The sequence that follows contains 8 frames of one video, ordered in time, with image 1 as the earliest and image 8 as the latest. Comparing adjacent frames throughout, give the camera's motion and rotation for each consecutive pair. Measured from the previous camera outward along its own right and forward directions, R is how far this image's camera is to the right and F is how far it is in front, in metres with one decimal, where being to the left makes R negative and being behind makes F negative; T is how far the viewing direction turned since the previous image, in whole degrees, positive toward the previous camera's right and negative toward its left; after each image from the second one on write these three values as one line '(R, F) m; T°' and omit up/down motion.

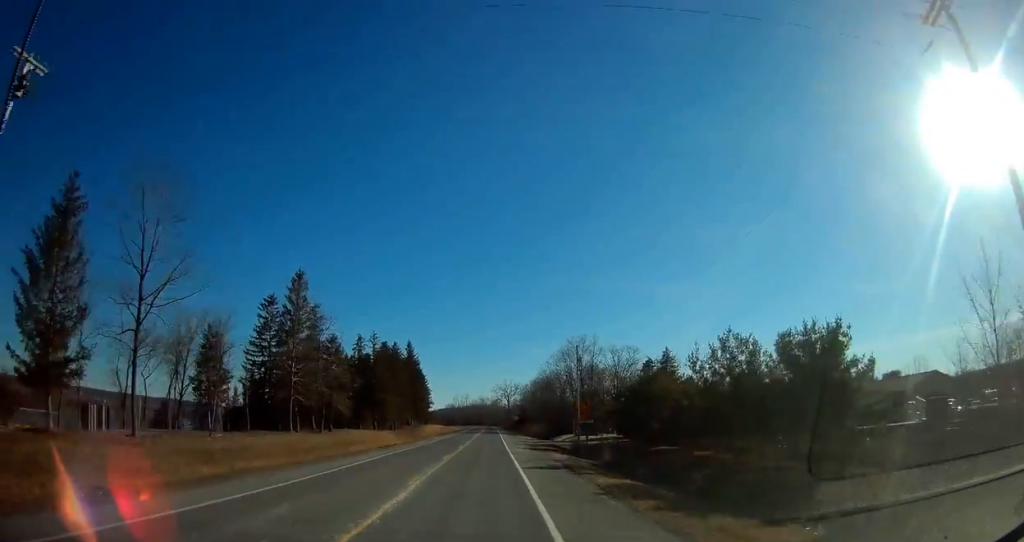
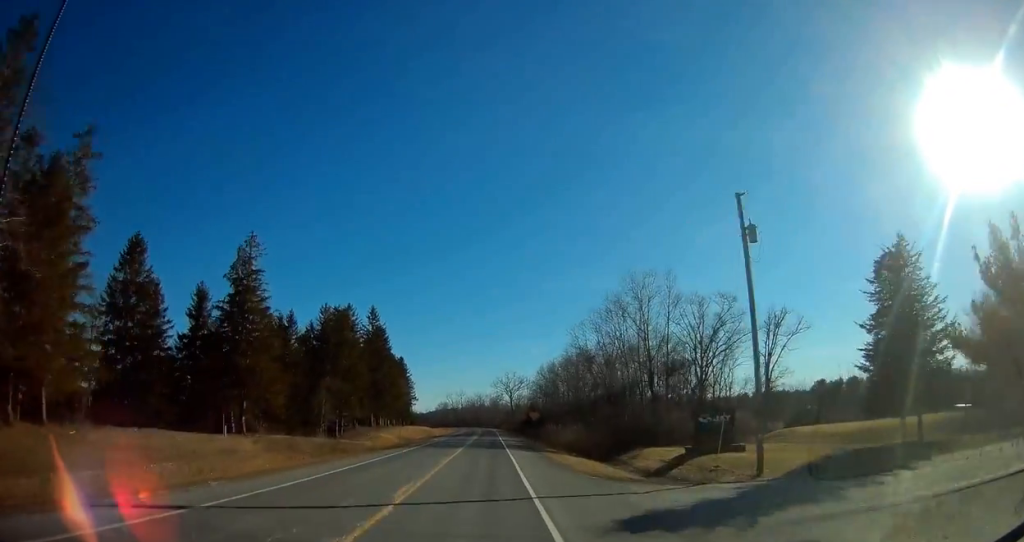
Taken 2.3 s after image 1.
(-0.6, +50.2) m; -1°
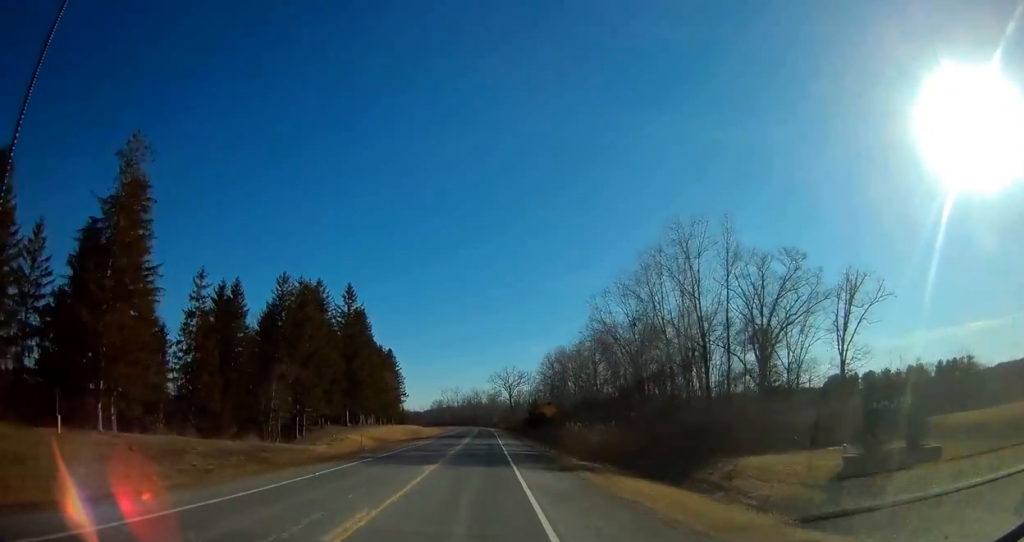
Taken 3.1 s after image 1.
(0.0, +17.9) m; 0°
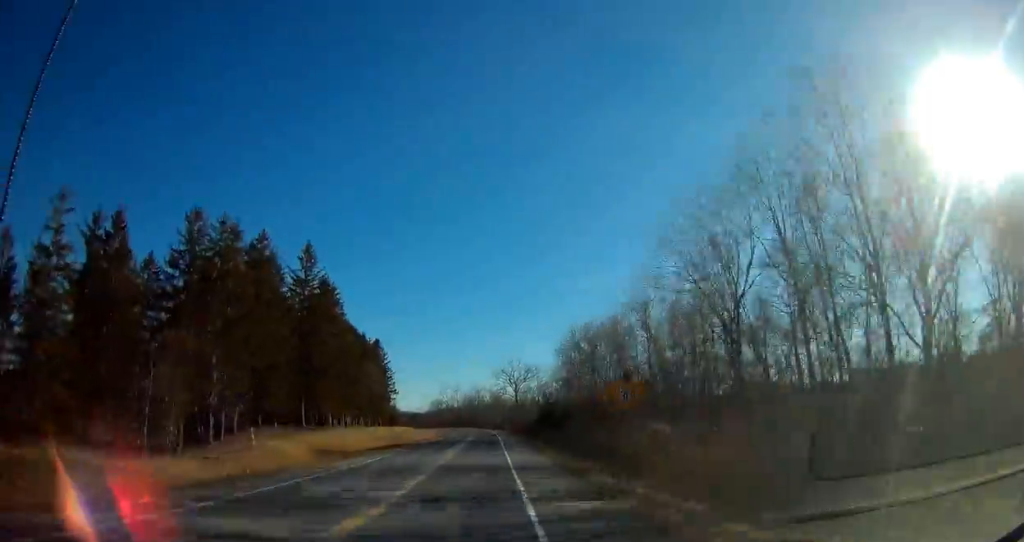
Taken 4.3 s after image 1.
(0.0, +24.3) m; 0°
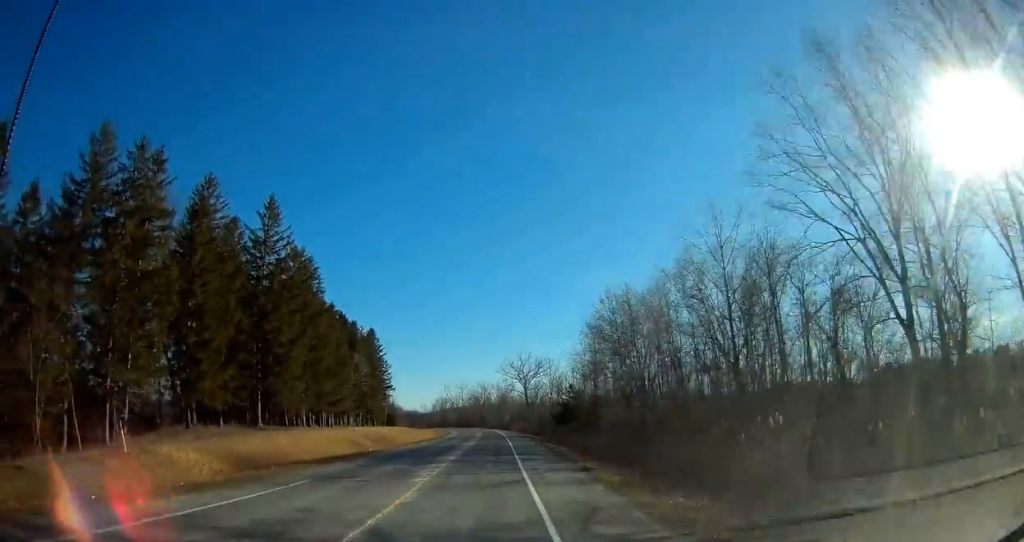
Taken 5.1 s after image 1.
(0.0, +16.4) m; 0°
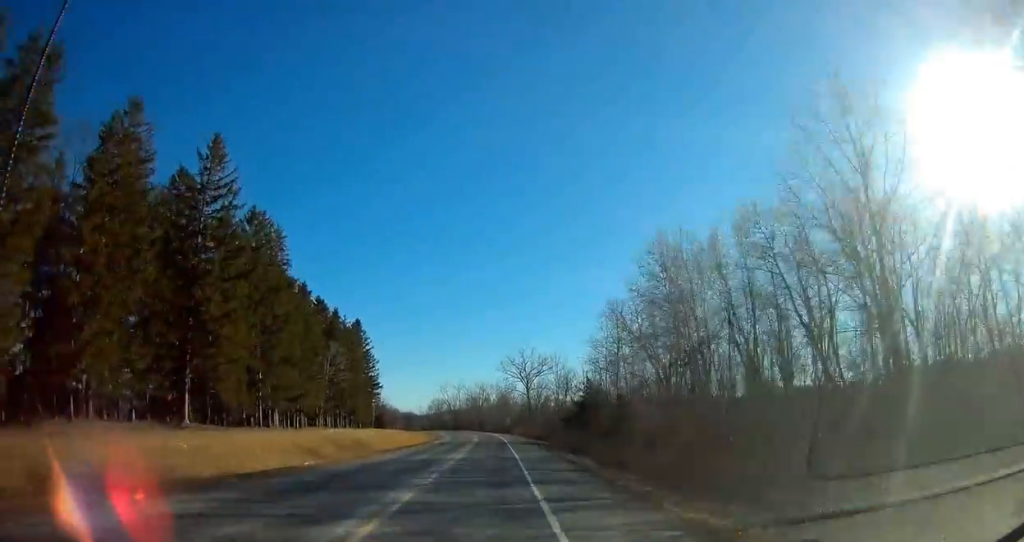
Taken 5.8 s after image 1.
(0.0, +14.8) m; 0°
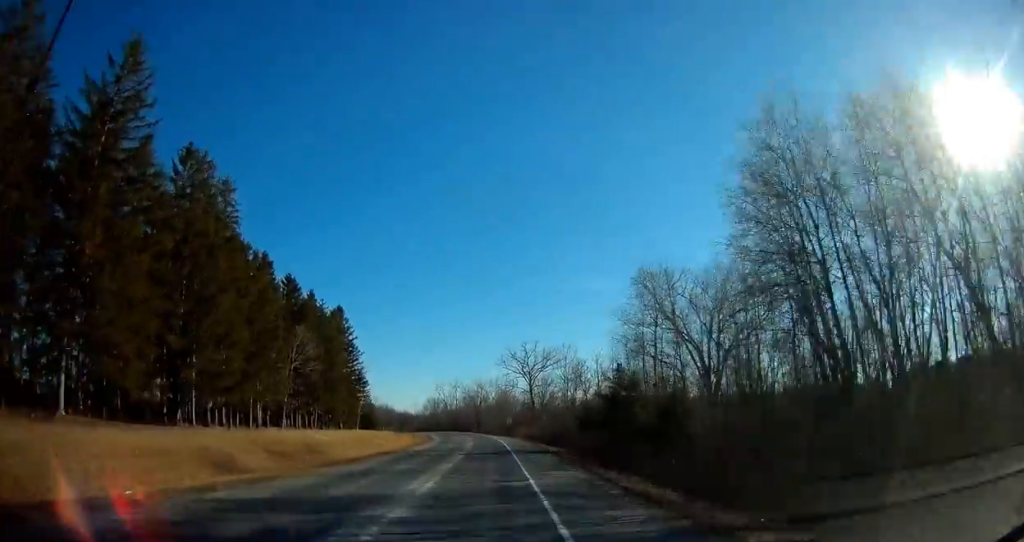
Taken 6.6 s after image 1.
(0.0, +15.0) m; 0°
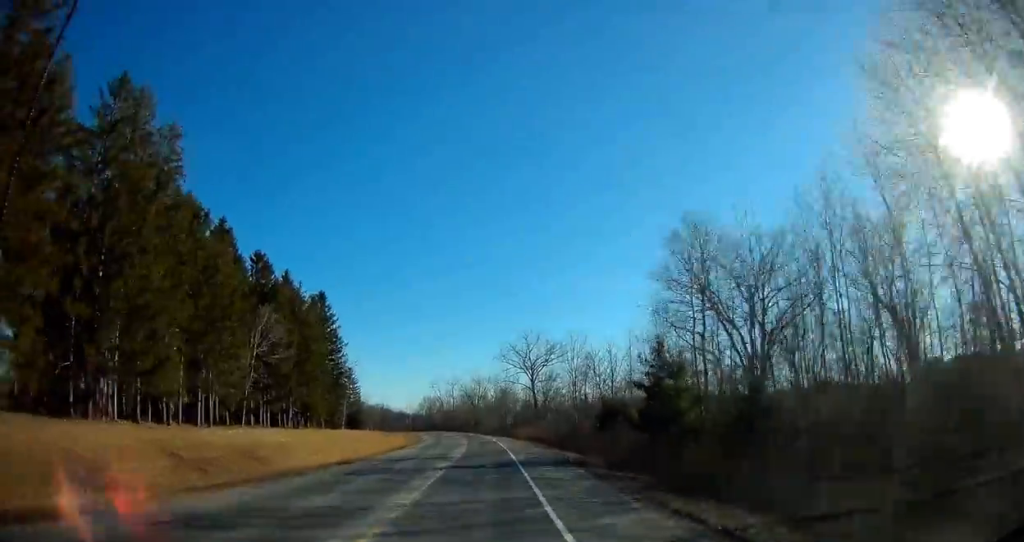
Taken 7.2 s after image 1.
(0.0, +11.5) m; 0°
